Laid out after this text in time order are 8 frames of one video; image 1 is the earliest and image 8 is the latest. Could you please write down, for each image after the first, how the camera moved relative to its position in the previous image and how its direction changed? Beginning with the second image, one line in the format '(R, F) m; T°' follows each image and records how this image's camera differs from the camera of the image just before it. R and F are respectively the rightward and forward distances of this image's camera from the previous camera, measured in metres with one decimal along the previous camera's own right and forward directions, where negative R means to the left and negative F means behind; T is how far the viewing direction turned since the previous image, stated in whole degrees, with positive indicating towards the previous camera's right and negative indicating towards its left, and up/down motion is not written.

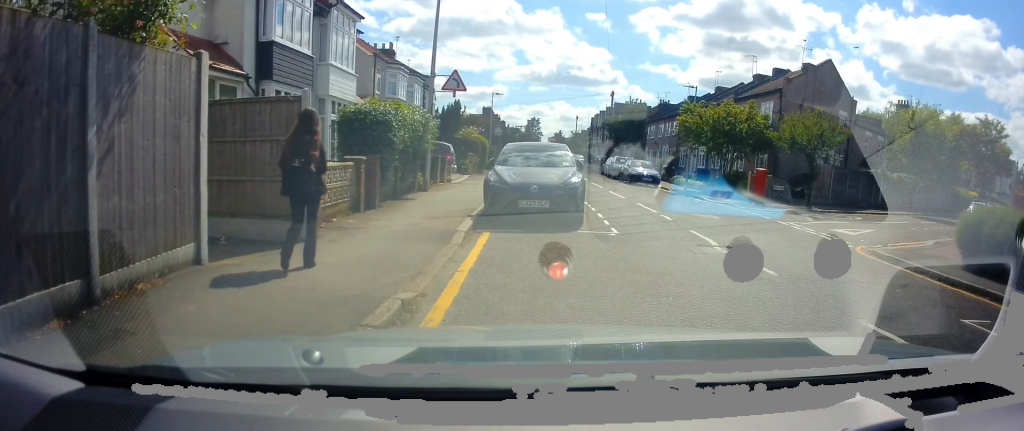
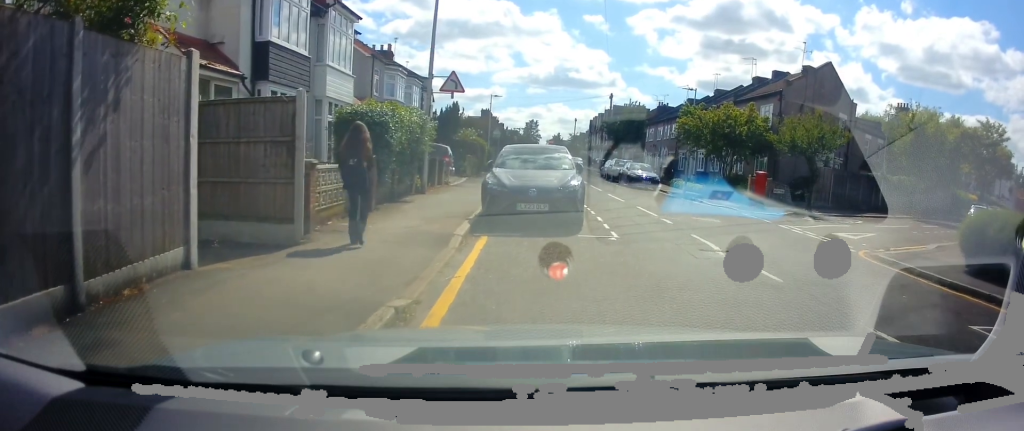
(0.0, 0.0) m; 0°
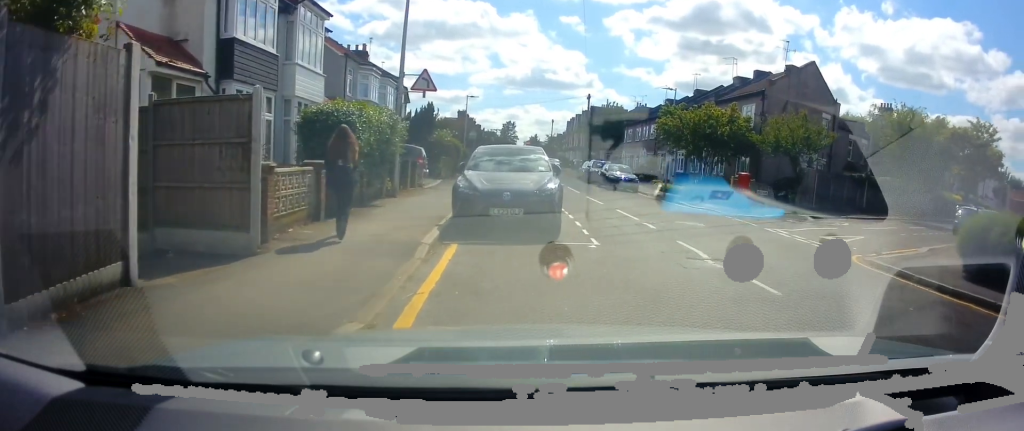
(0.0, 0.0) m; 0°
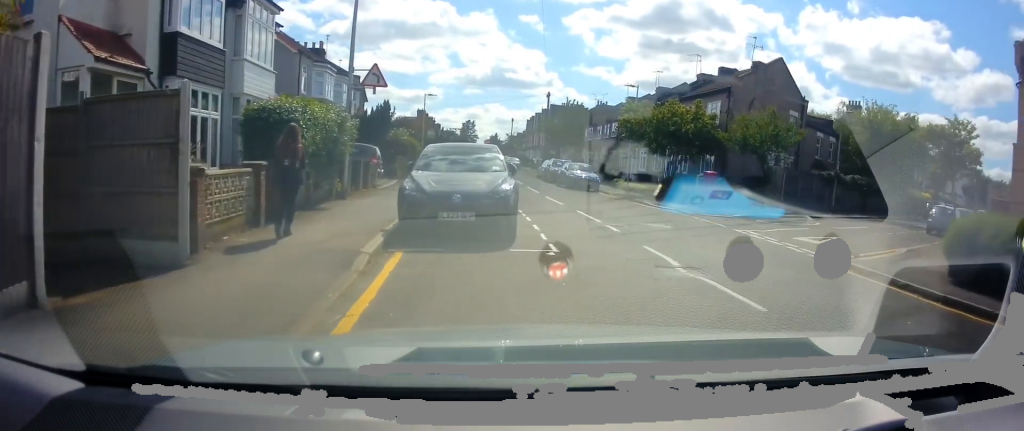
(0.0, +0.2) m; 0°
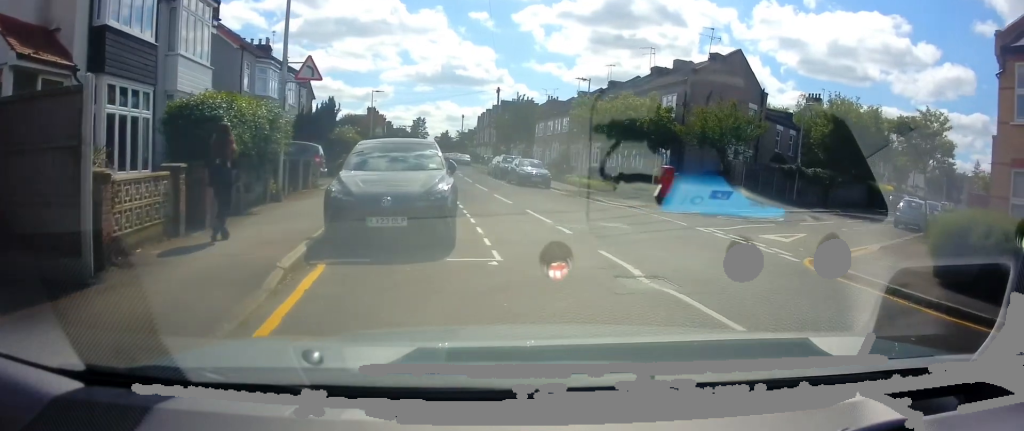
(0.0, +0.8) m; 0°
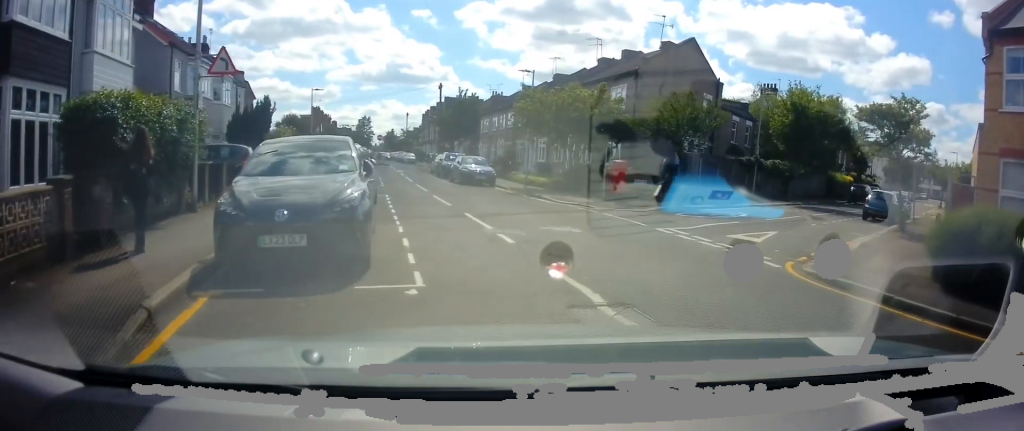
(0.0, +1.5) m; +3°
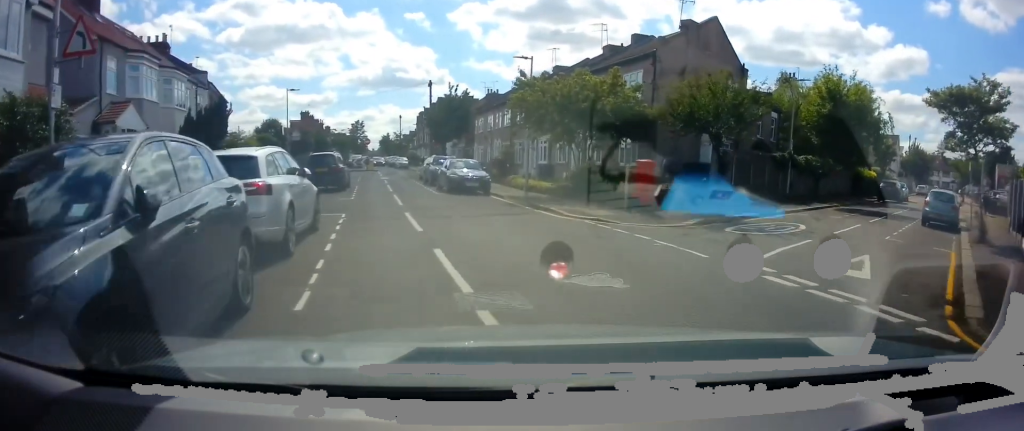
(+0.4, +4.1) m; 0°
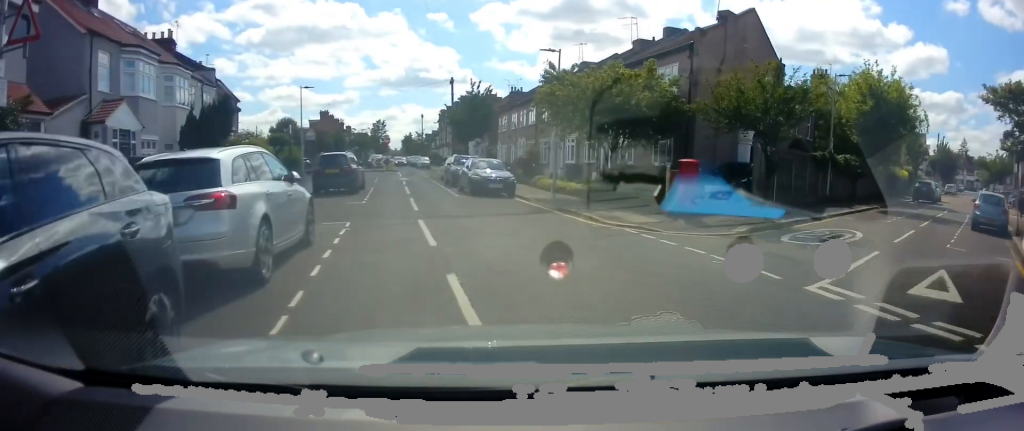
(-0.2, +1.5) m; -3°
